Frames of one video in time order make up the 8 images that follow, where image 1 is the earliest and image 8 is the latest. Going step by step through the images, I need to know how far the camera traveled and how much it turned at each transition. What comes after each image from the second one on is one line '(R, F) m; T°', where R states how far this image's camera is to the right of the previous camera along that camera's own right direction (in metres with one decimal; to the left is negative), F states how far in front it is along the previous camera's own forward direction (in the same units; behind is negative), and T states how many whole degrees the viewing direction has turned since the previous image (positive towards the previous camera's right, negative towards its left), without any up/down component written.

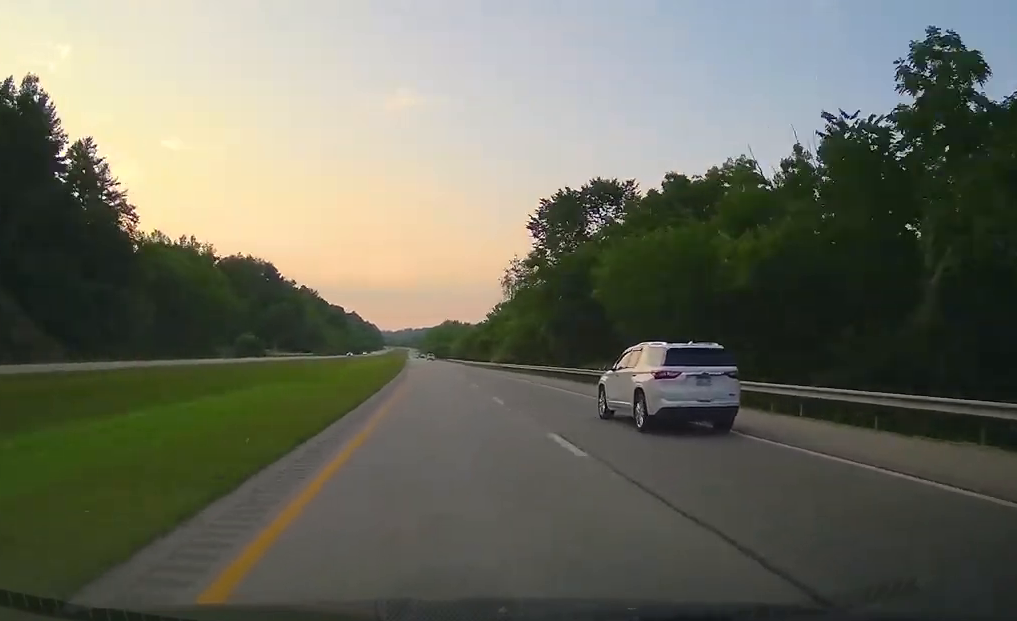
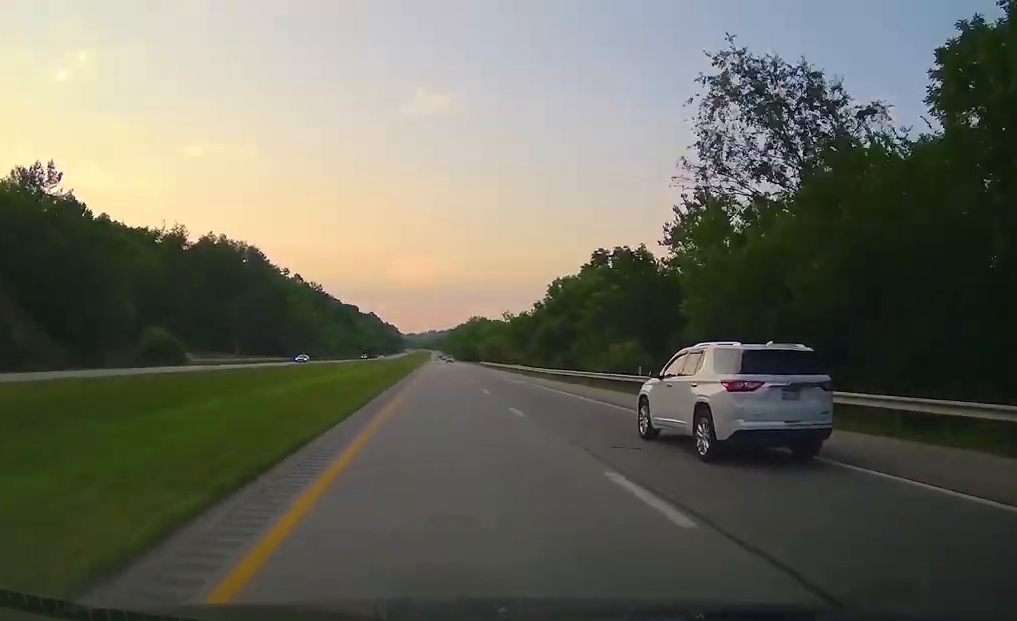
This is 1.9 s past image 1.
(-1.1, +65.1) m; -1°
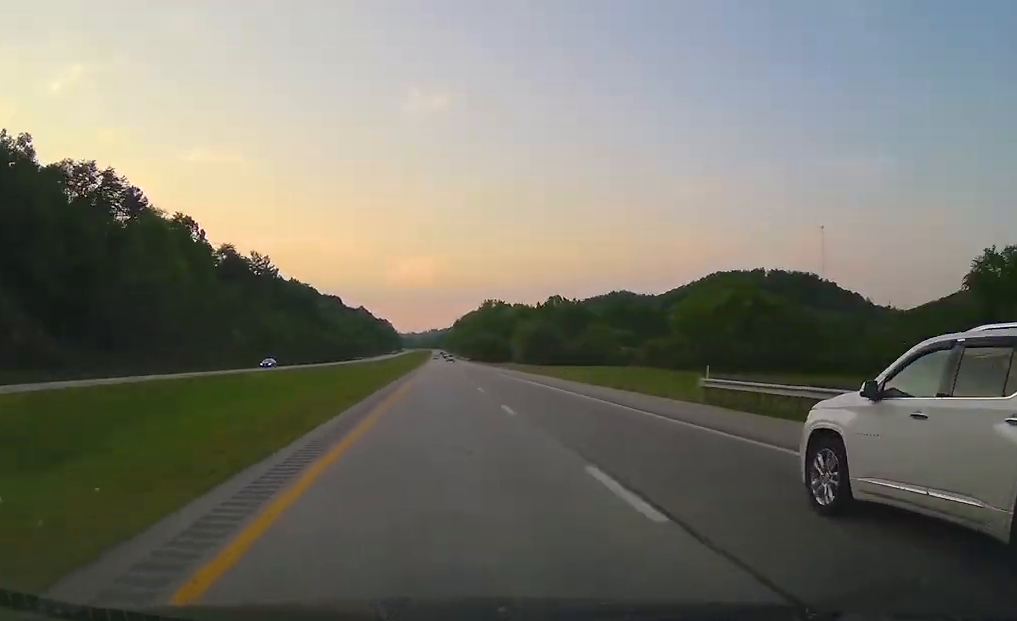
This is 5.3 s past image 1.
(-1.4, +121.2) m; -1°
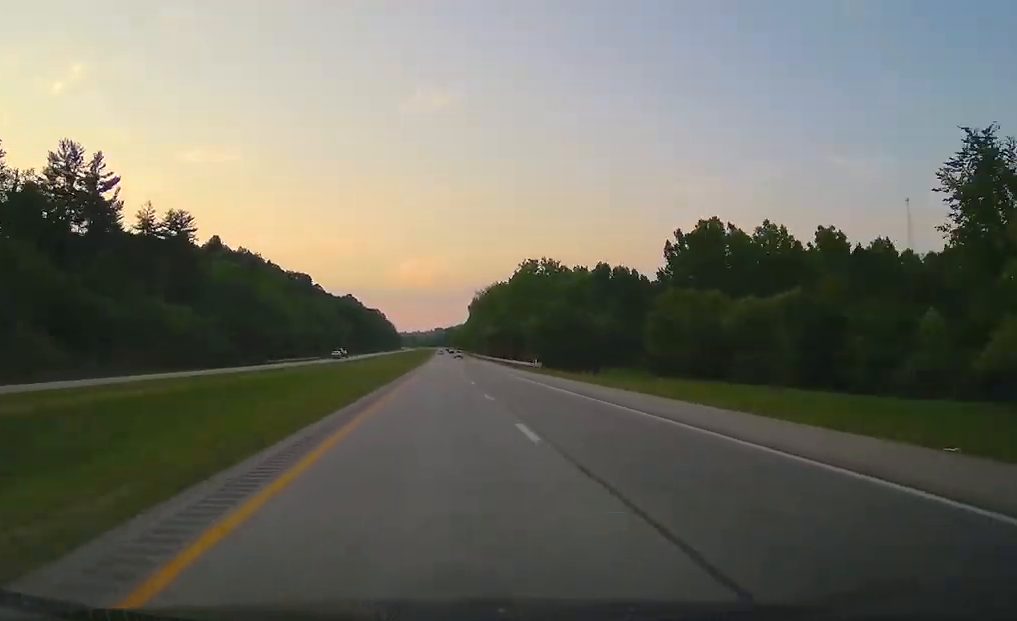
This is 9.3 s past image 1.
(-0.2, +139.9) m; 0°
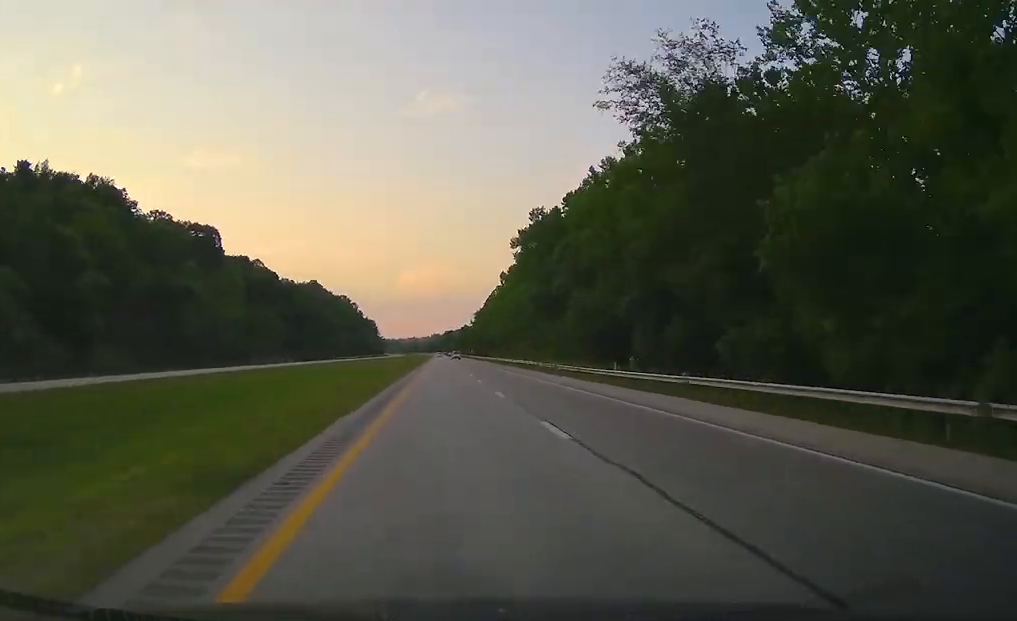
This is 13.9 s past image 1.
(-0.2, +158.8) m; 0°
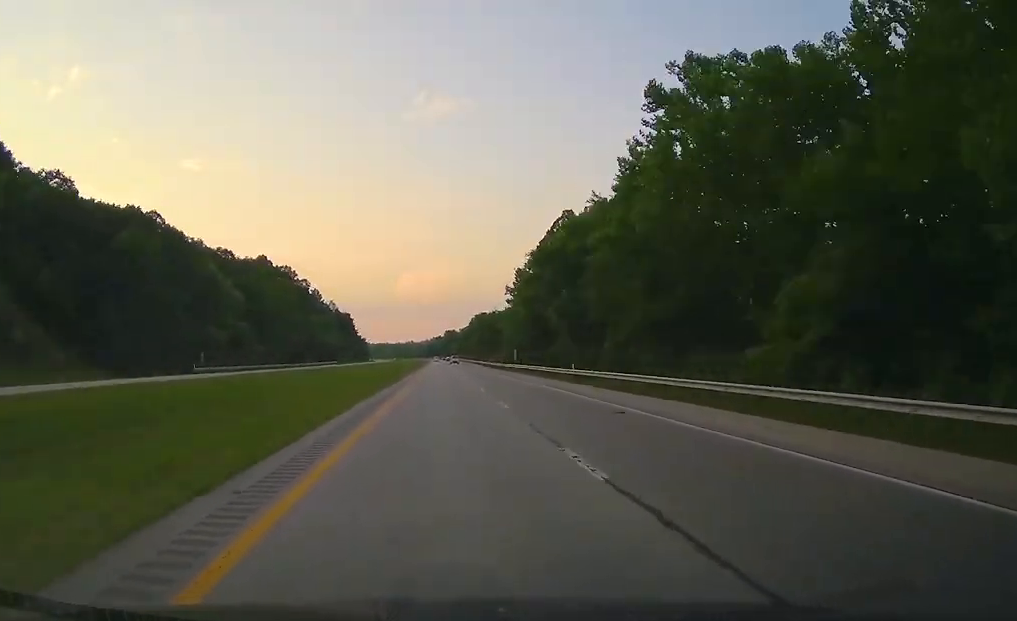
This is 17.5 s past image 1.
(+0.3, +126.4) m; 0°
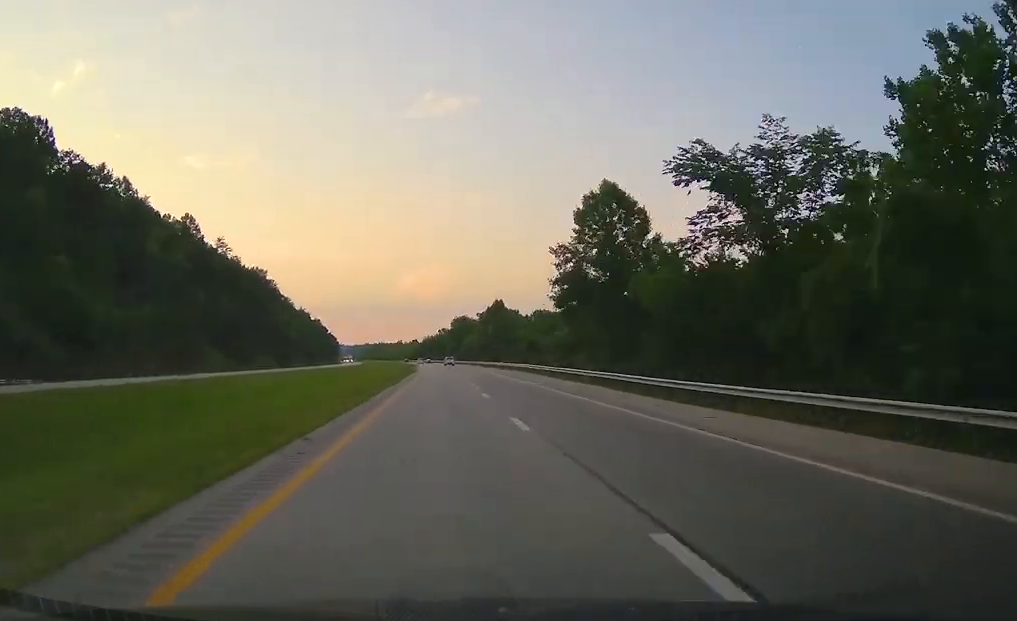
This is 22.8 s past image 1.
(-0.8, +188.0) m; -1°
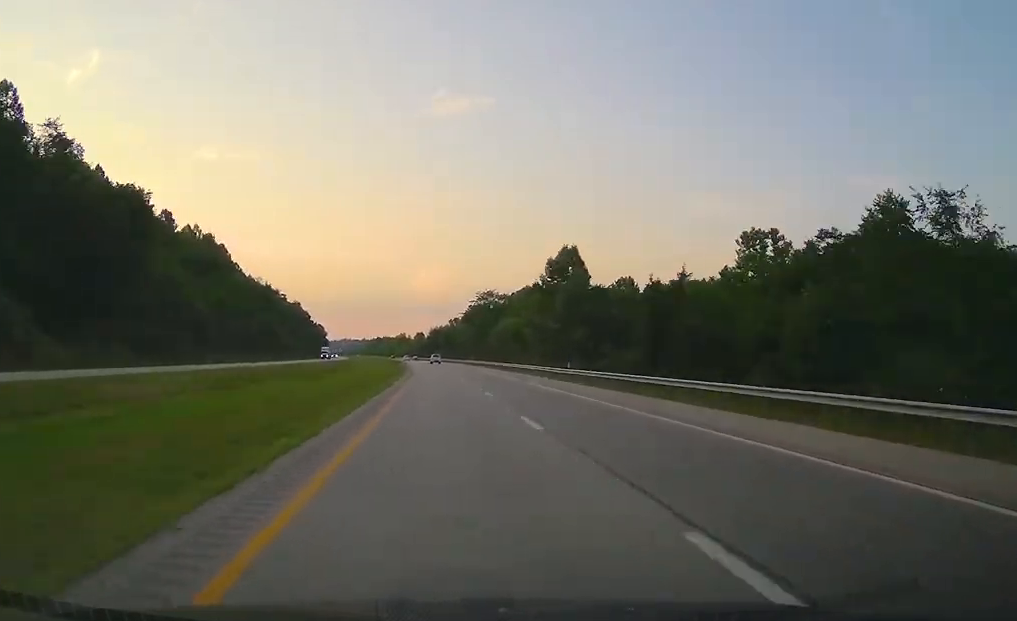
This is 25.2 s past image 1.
(+0.1, +84.9) m; -1°
